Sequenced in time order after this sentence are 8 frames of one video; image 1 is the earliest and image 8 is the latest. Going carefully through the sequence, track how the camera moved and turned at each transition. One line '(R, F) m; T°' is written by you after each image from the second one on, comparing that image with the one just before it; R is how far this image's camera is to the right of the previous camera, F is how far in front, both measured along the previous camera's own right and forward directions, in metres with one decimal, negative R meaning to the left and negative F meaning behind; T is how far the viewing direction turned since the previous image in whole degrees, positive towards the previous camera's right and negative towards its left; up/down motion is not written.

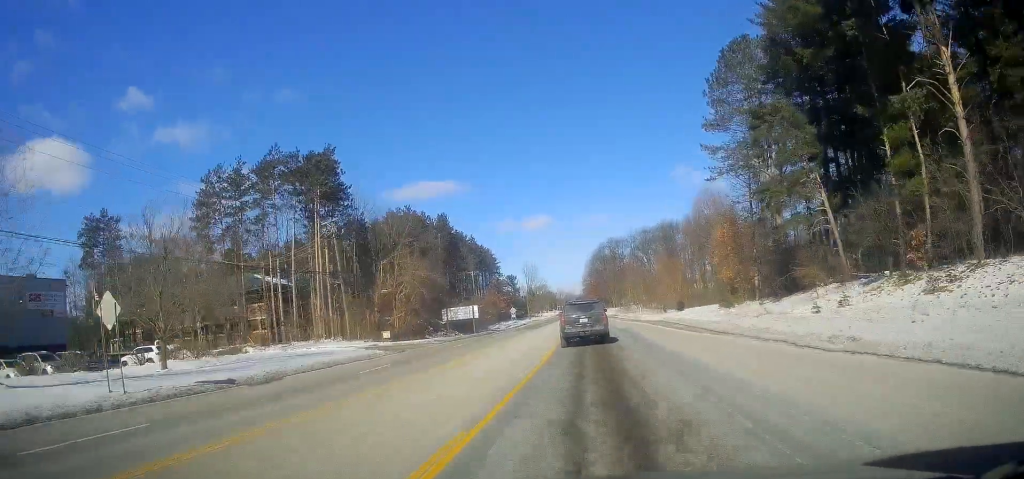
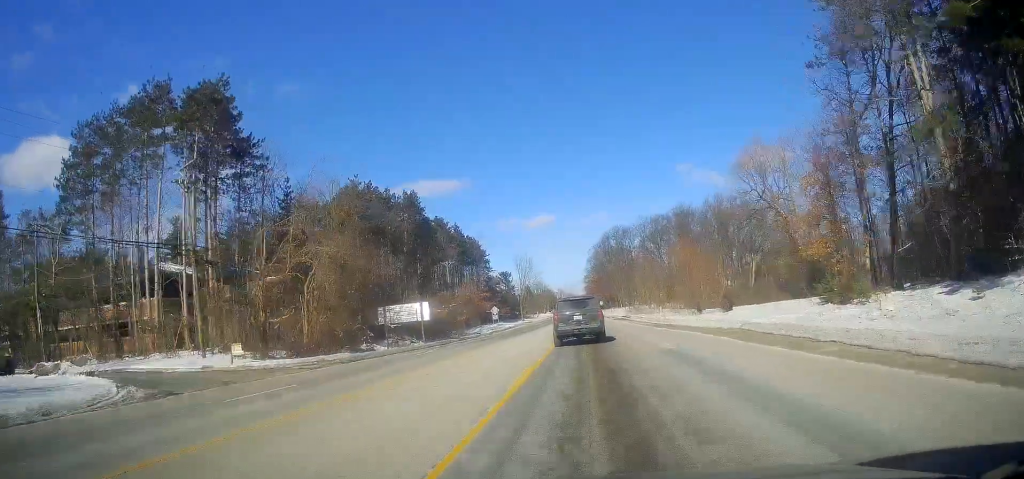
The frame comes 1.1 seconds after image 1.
(-0.3, +22.1) m; -2°
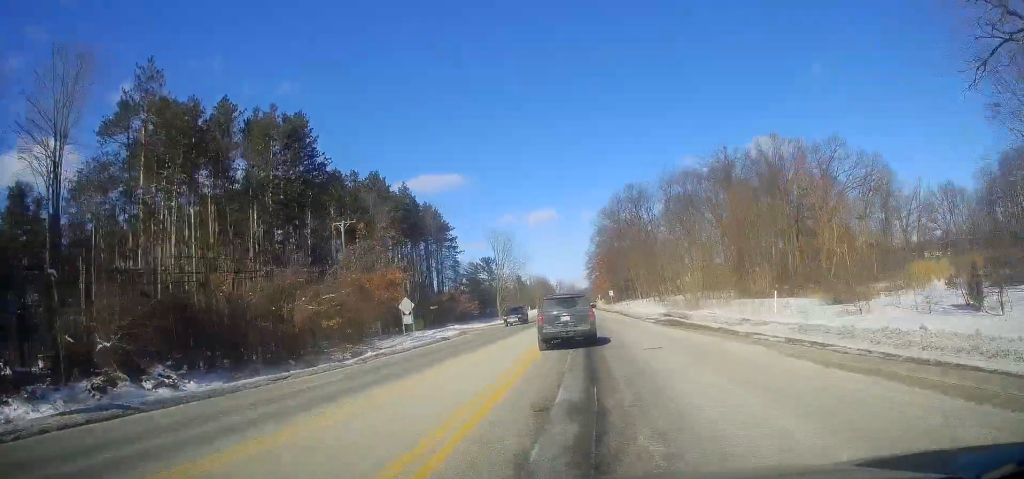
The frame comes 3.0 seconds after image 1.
(-0.8, +38.3) m; -1°
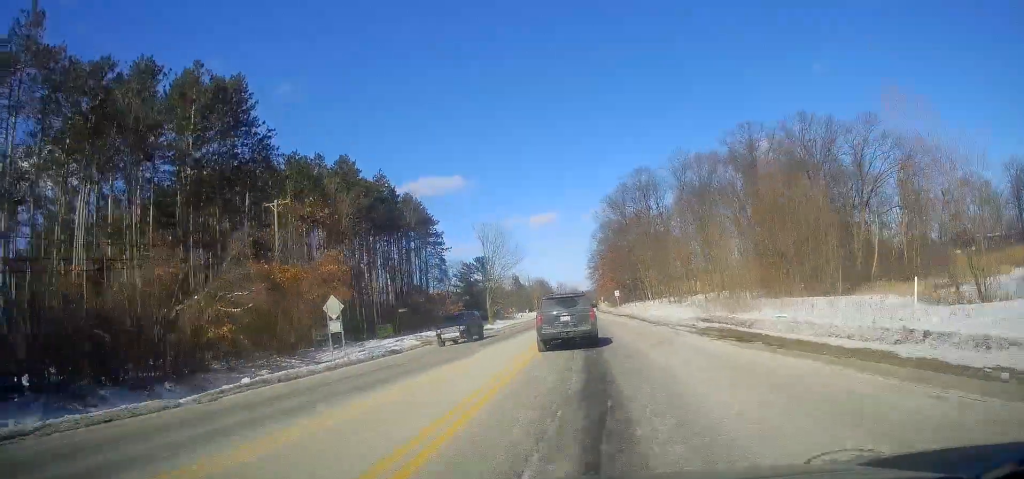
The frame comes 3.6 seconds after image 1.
(0.0, +13.4) m; 0°
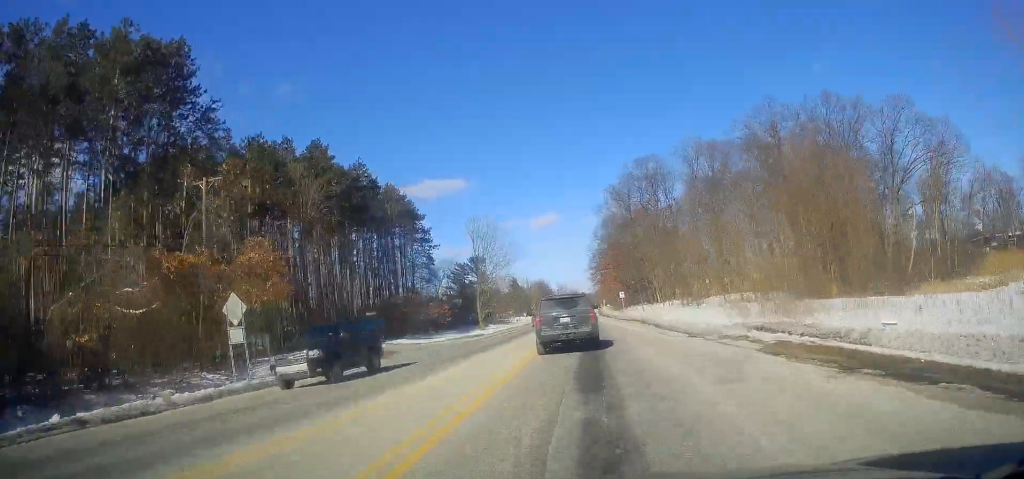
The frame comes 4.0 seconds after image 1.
(0.0, +9.9) m; 0°
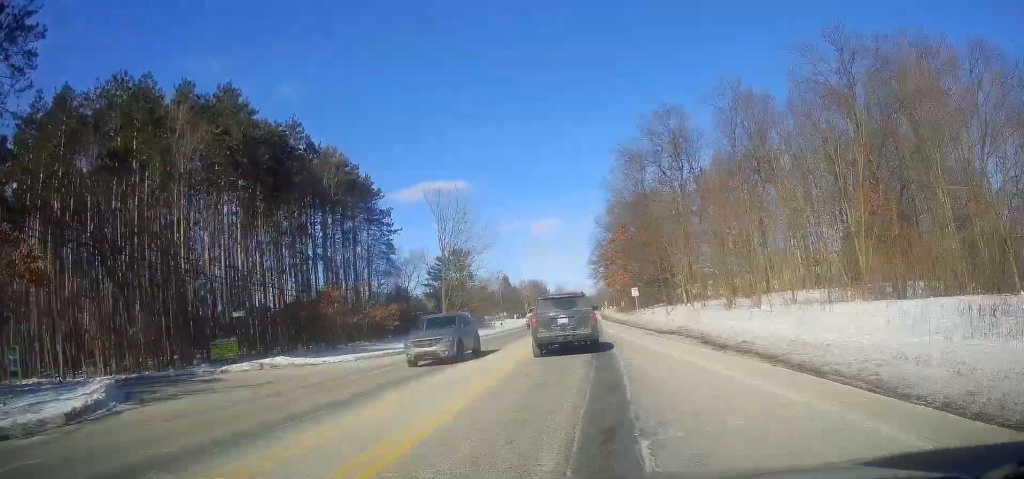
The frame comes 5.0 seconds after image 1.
(+0.1, +23.9) m; 0°
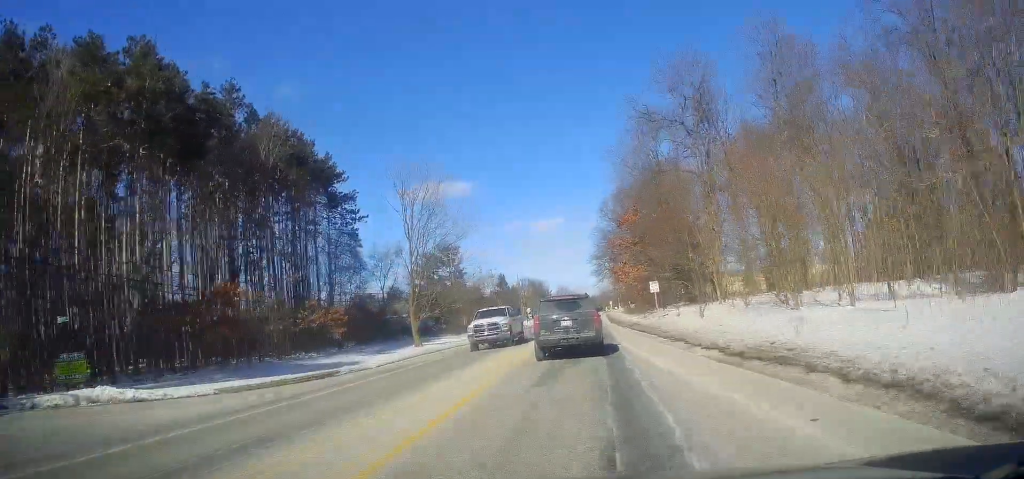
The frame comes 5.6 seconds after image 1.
(-0.1, +14.7) m; 0°
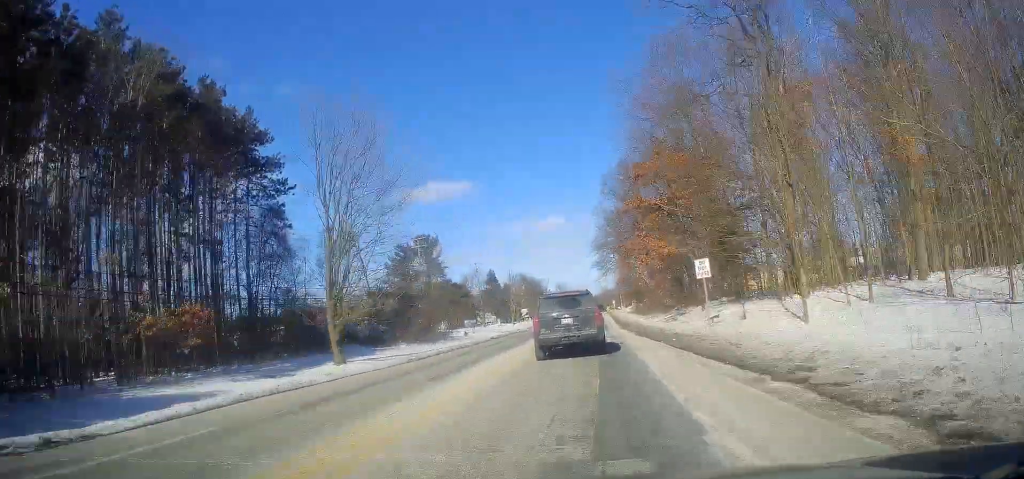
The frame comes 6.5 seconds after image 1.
(+0.1, +18.7) m; 0°
